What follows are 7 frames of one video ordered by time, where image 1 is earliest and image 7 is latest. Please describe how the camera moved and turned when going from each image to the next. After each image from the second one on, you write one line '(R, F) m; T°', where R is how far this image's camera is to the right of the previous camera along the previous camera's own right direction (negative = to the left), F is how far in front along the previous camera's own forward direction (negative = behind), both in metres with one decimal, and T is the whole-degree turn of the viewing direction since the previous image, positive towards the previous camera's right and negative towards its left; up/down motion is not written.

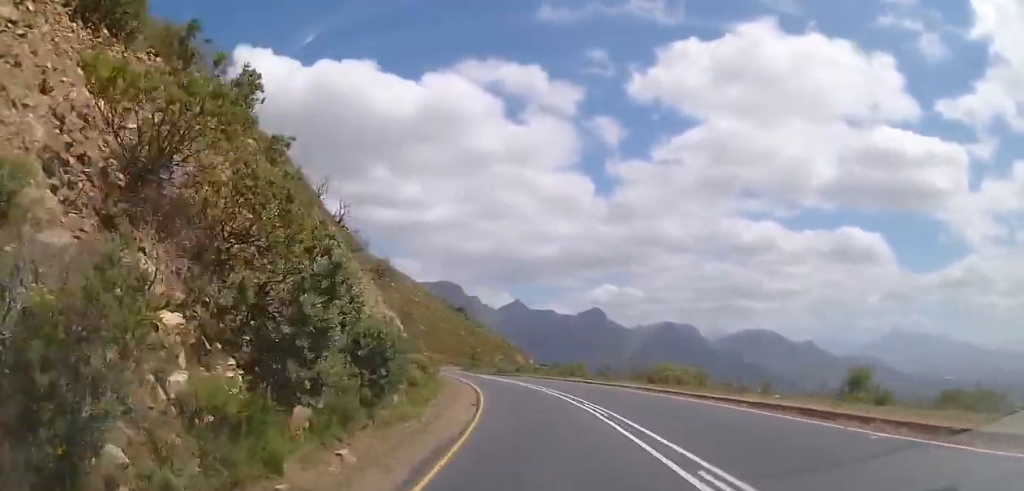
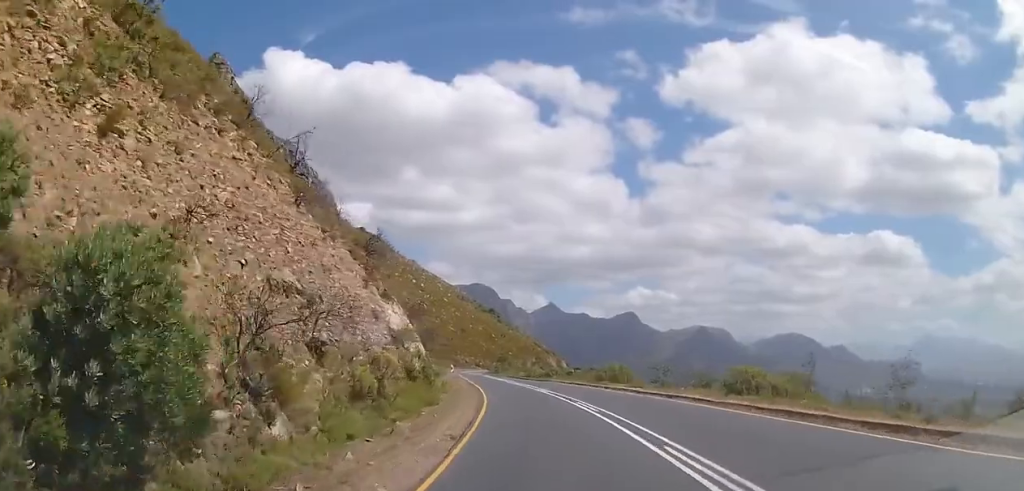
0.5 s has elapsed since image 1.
(-0.1, +10.0) m; -3°
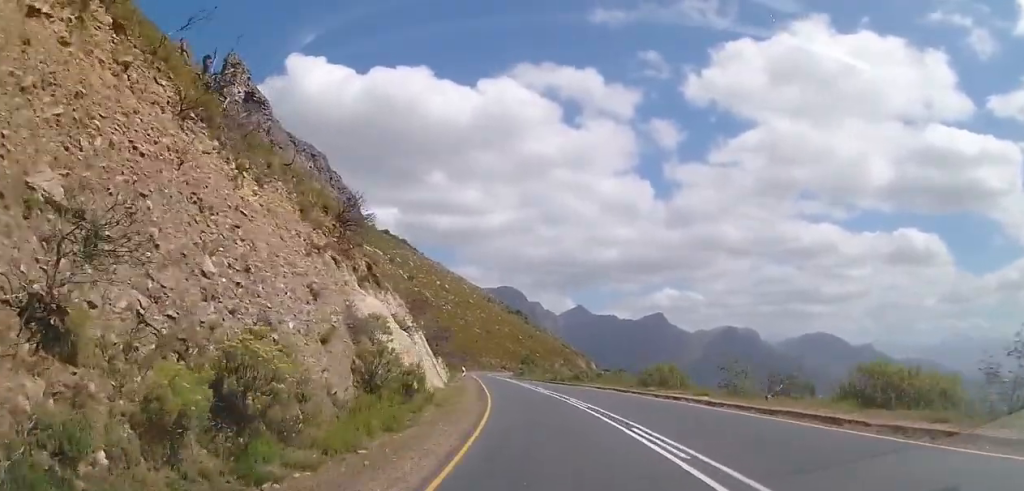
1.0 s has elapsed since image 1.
(-0.1, +9.4) m; -3°
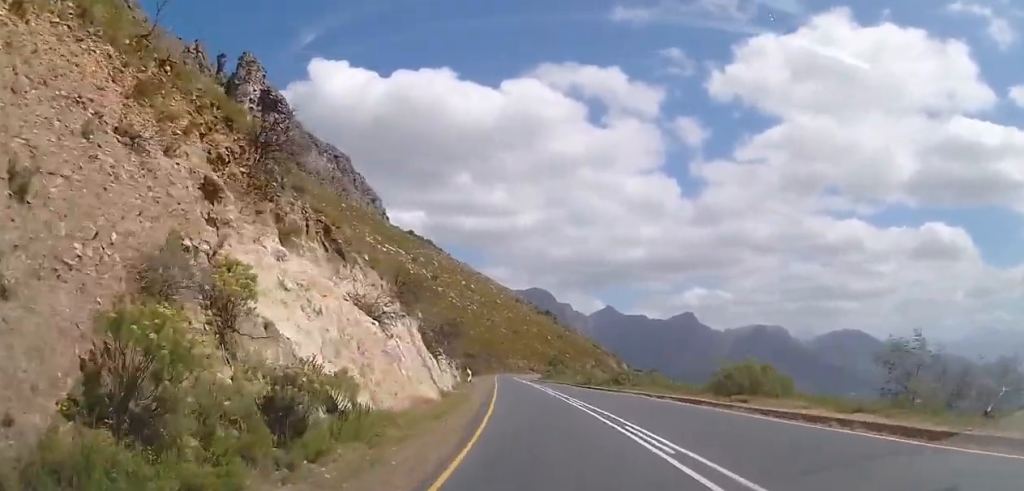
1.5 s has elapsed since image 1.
(-0.5, +10.9) m; -3°
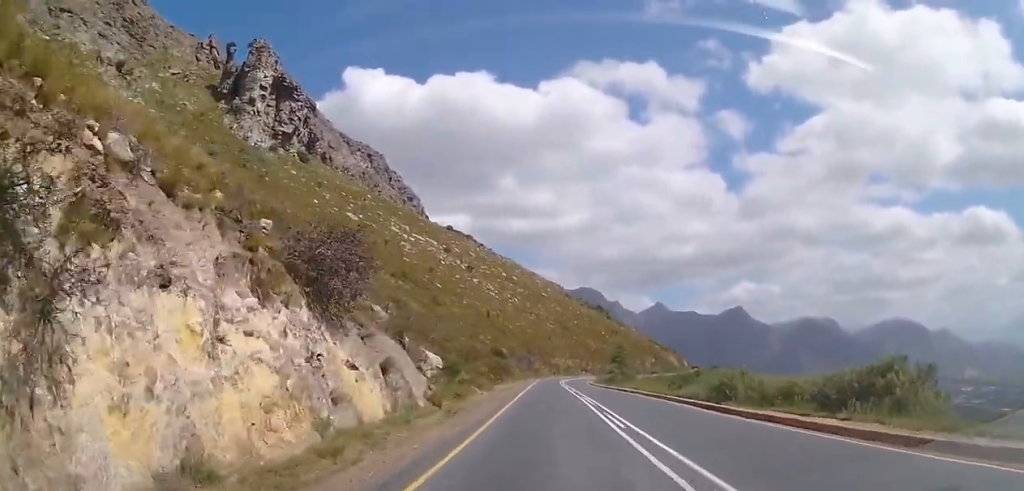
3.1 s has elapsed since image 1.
(-2.3, +33.4) m; -6°
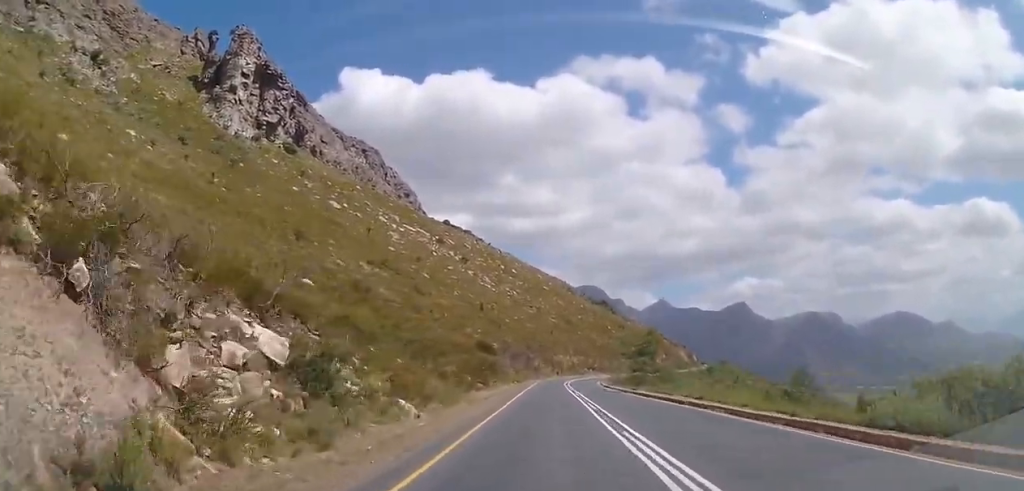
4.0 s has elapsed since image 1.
(-0.3, +18.4) m; -1°
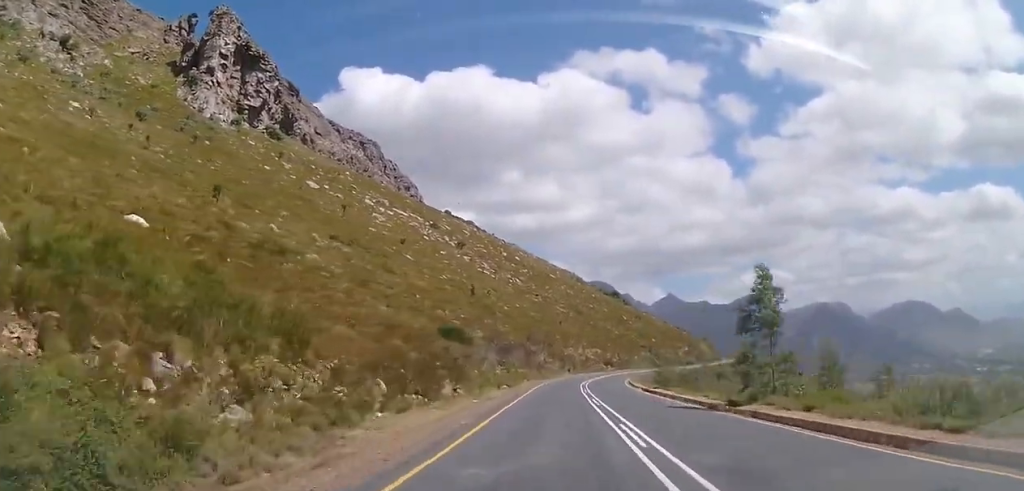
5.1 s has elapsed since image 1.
(0.0, +23.2) m; 0°
